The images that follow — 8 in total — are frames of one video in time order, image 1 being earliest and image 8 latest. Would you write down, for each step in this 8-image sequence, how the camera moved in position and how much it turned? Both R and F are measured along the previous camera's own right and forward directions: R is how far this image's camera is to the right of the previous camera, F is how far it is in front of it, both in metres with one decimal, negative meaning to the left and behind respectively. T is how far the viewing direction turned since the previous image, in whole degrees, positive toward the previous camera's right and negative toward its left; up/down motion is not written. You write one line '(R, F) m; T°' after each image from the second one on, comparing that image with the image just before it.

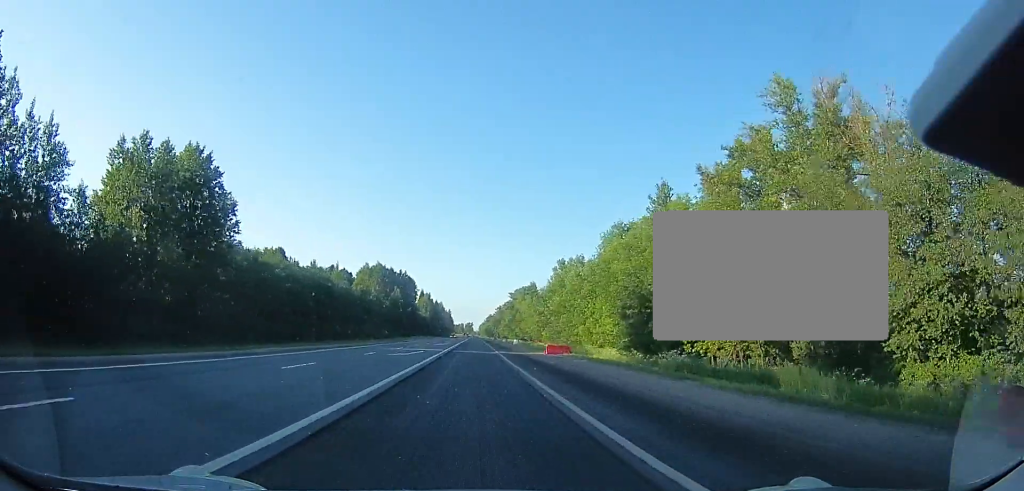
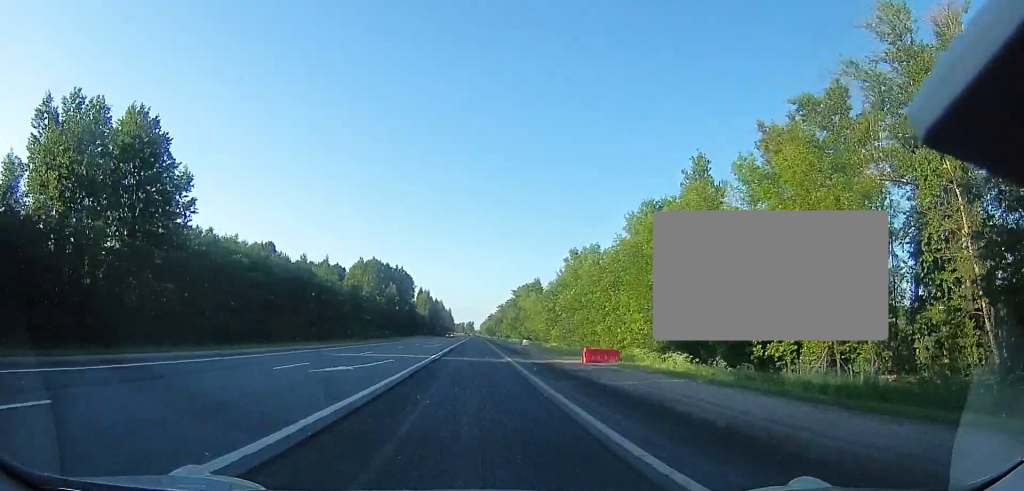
(0.0, +12.6) m; 0°
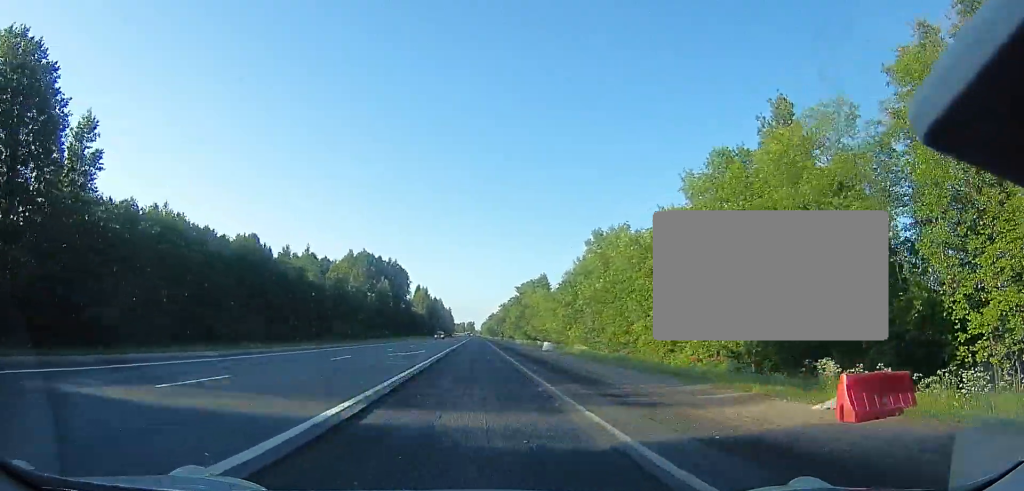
(0.0, +18.2) m; -1°
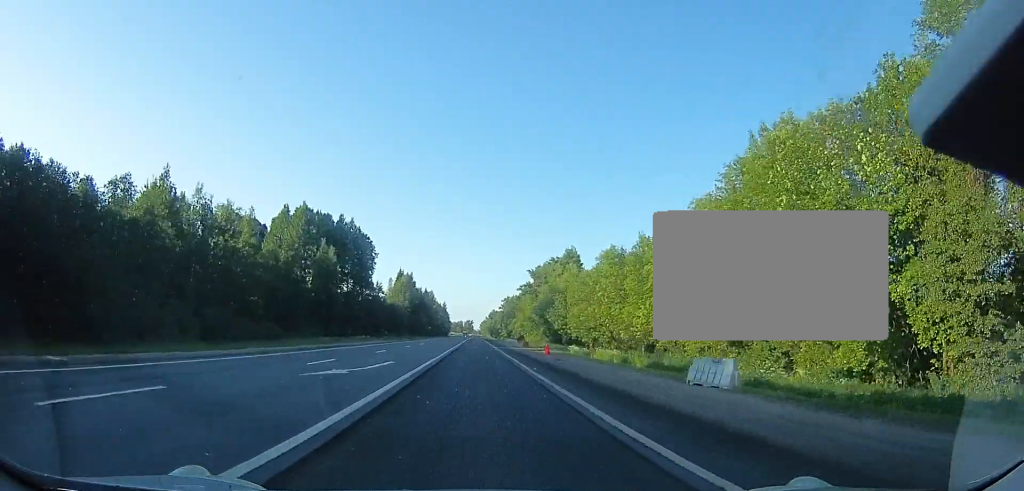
(+0.4, +63.1) m; -1°
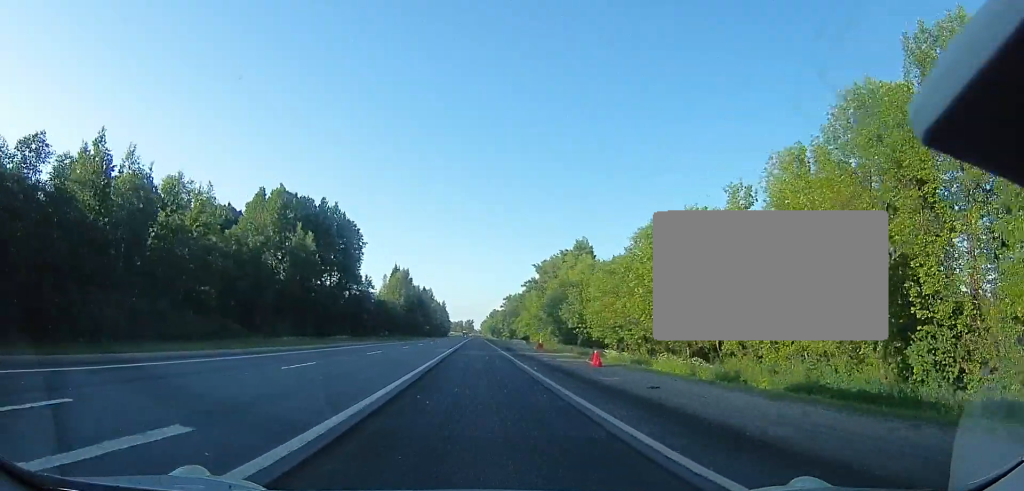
(-0.4, +14.6) m; -1°
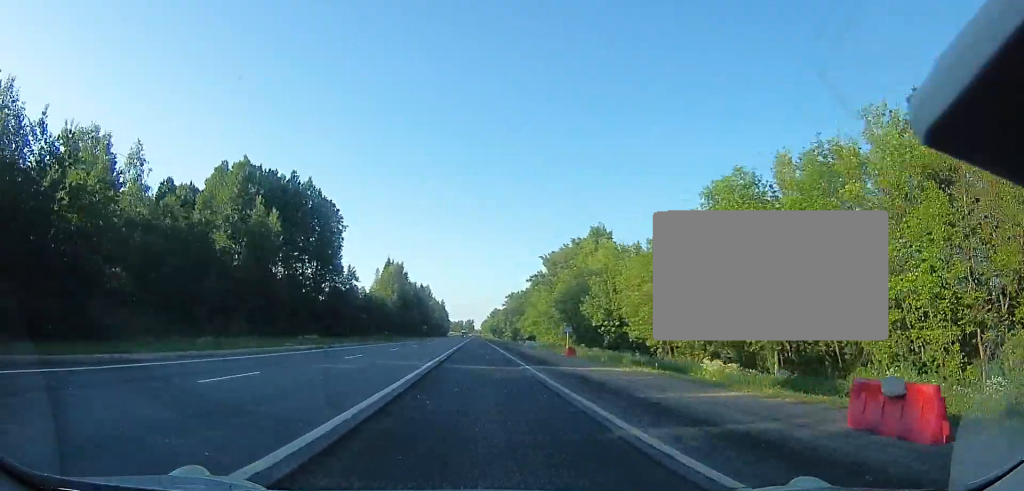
(-0.6, +17.1) m; 0°
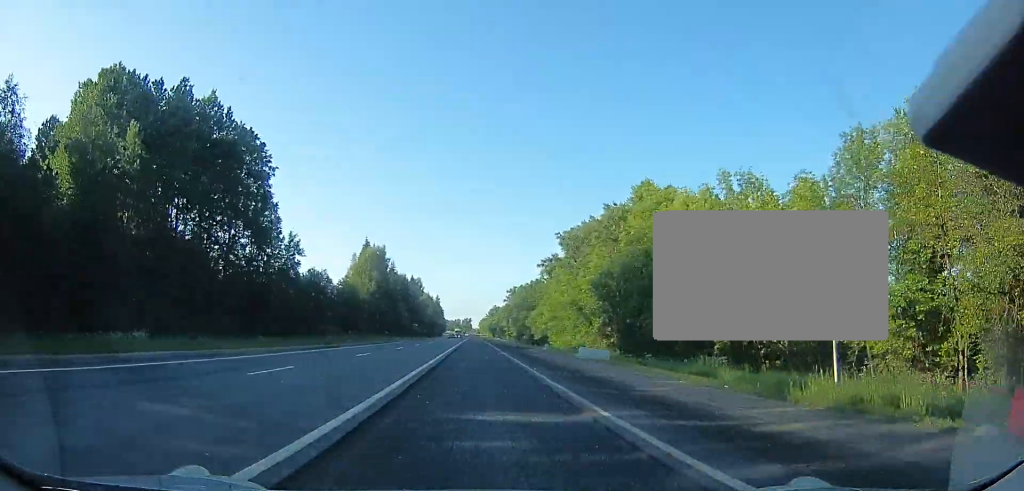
(+1.7, +33.5) m; +3°
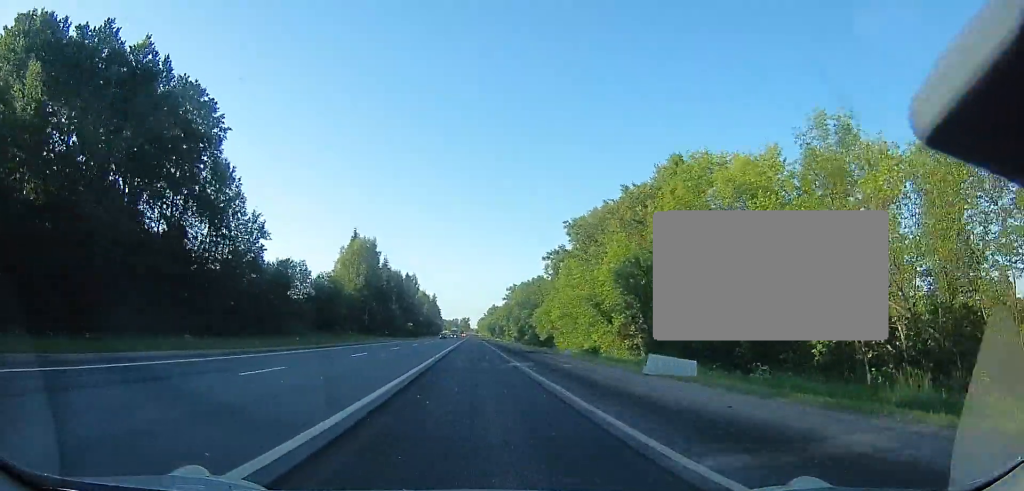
(+0.1, +12.4) m; 0°
